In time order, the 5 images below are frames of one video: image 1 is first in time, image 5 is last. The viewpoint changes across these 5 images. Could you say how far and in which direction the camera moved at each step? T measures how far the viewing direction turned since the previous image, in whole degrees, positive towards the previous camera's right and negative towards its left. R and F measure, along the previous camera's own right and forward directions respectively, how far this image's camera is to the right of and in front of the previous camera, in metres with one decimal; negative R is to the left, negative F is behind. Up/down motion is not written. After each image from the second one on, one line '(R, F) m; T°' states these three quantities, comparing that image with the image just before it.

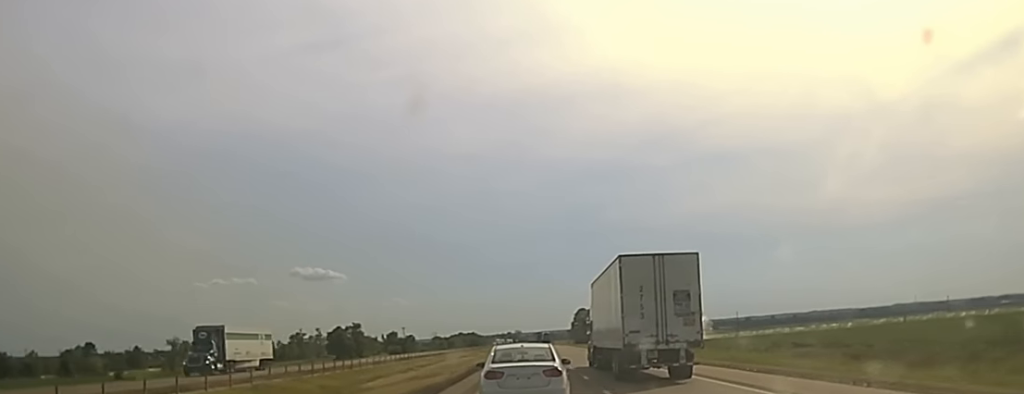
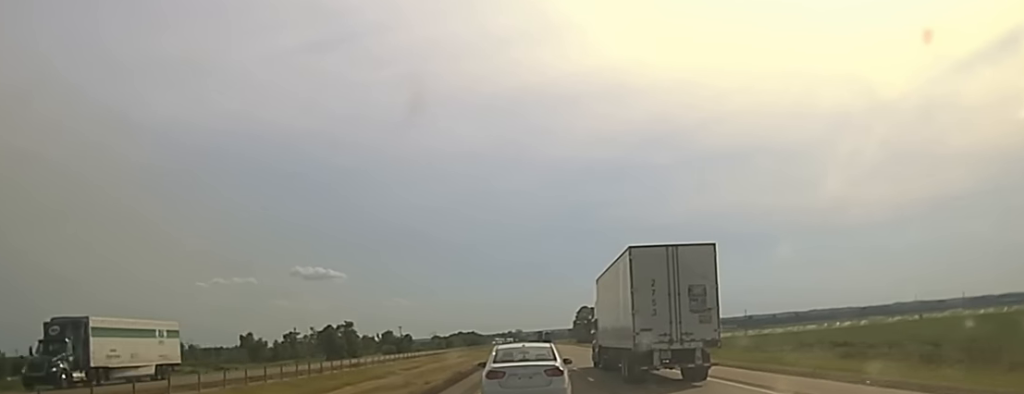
(+0.1, +13.0) m; 0°
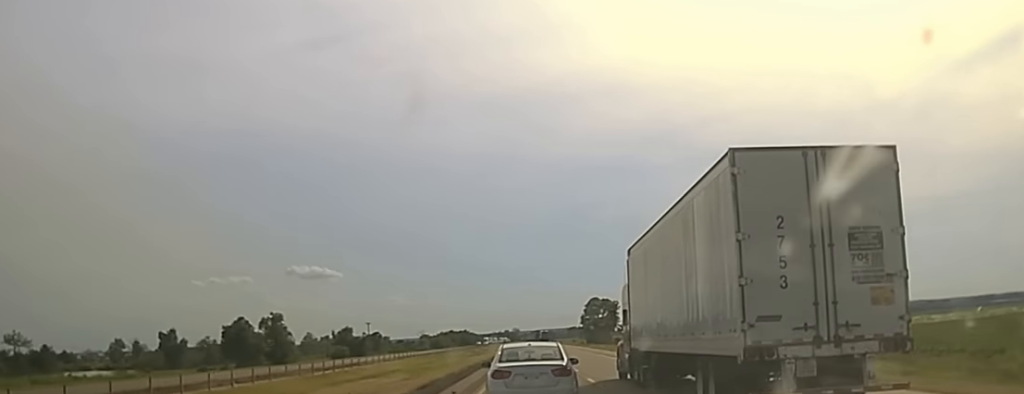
(+0.5, +75.7) m; +1°
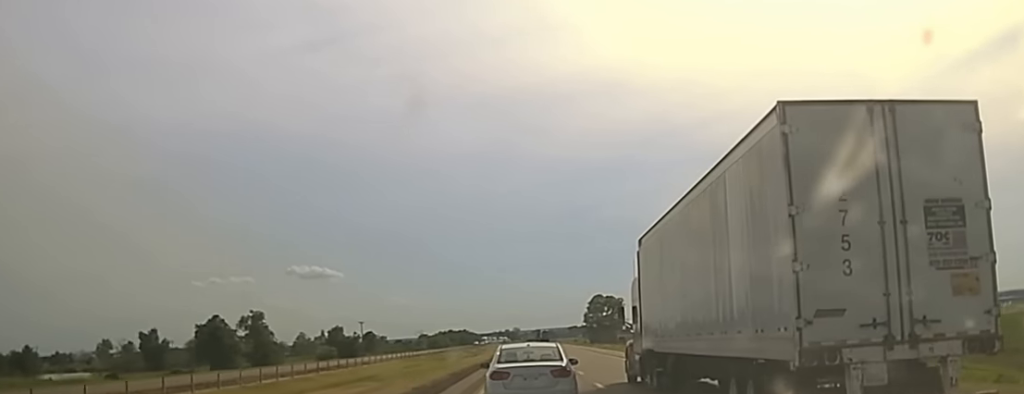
(0.0, +16.3) m; 0°
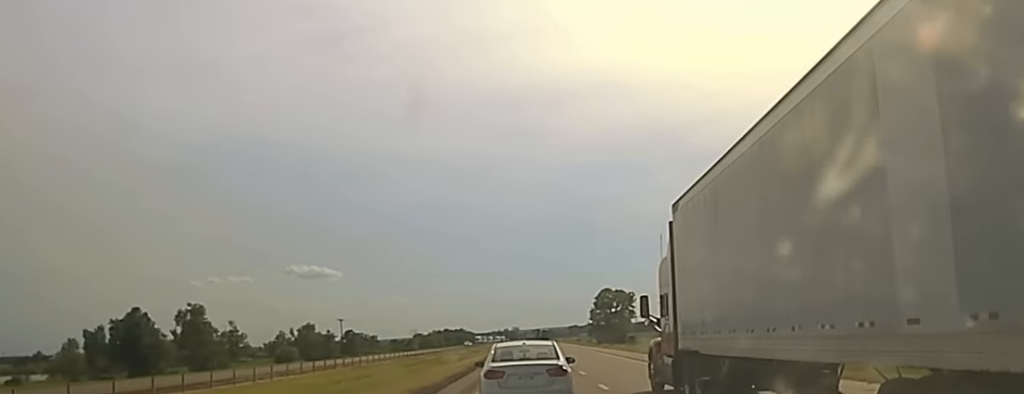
(+0.1, +41.5) m; 0°
